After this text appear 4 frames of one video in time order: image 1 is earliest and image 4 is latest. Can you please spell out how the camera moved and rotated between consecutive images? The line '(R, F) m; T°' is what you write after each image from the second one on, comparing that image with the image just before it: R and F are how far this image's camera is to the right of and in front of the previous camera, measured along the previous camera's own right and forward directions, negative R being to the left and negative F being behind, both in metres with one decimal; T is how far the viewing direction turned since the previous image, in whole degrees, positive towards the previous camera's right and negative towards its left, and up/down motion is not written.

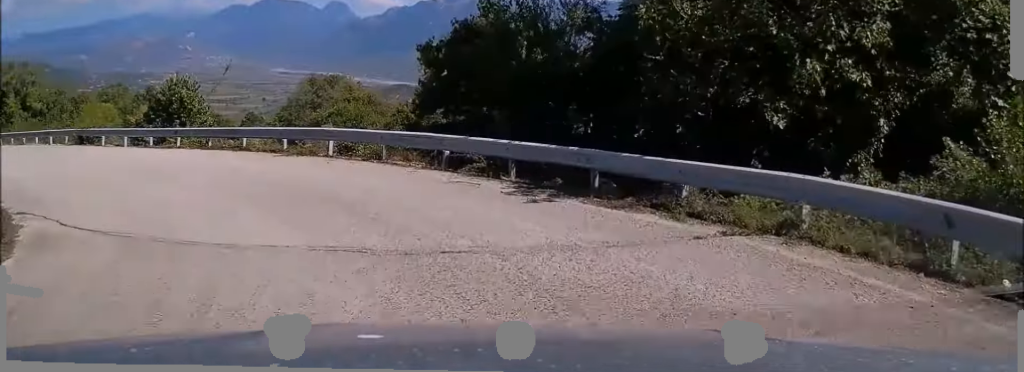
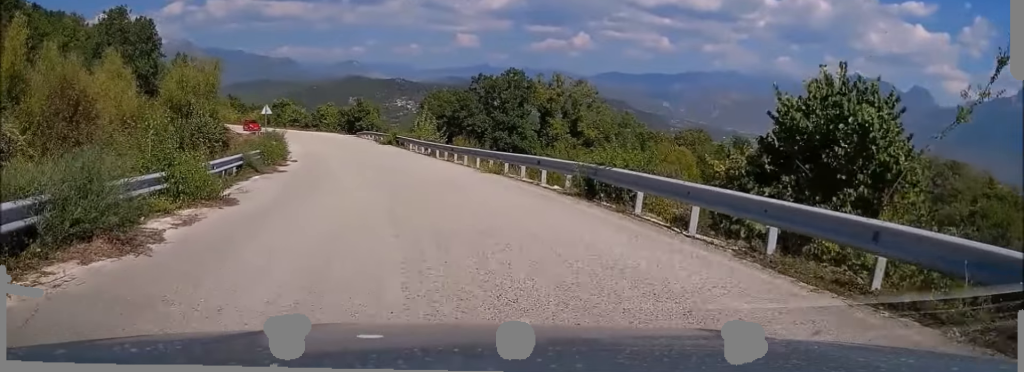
(-6.4, +17.1) m; -33°
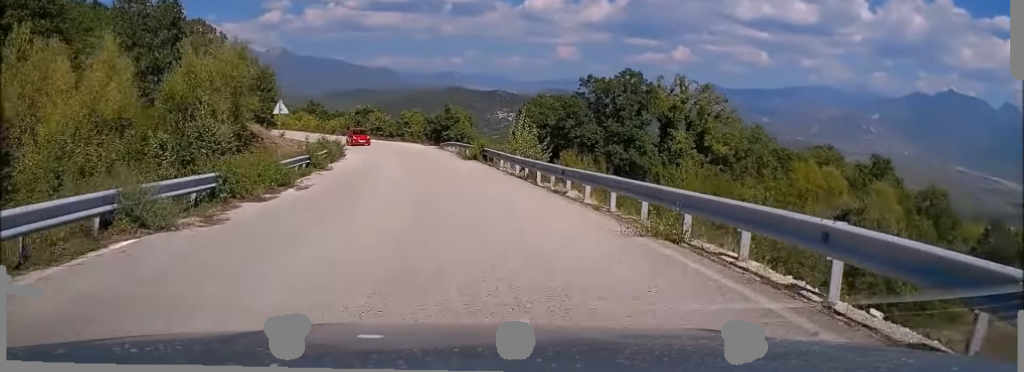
(-0.9, +12.0) m; -8°
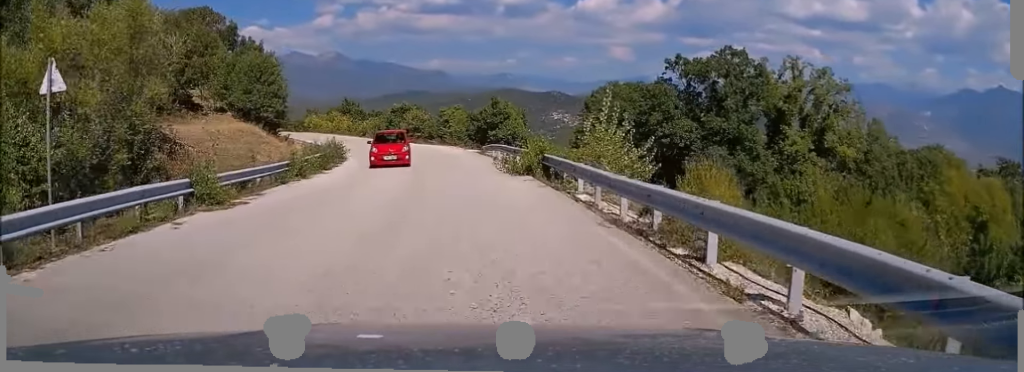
(-1.1, +14.7) m; -8°
